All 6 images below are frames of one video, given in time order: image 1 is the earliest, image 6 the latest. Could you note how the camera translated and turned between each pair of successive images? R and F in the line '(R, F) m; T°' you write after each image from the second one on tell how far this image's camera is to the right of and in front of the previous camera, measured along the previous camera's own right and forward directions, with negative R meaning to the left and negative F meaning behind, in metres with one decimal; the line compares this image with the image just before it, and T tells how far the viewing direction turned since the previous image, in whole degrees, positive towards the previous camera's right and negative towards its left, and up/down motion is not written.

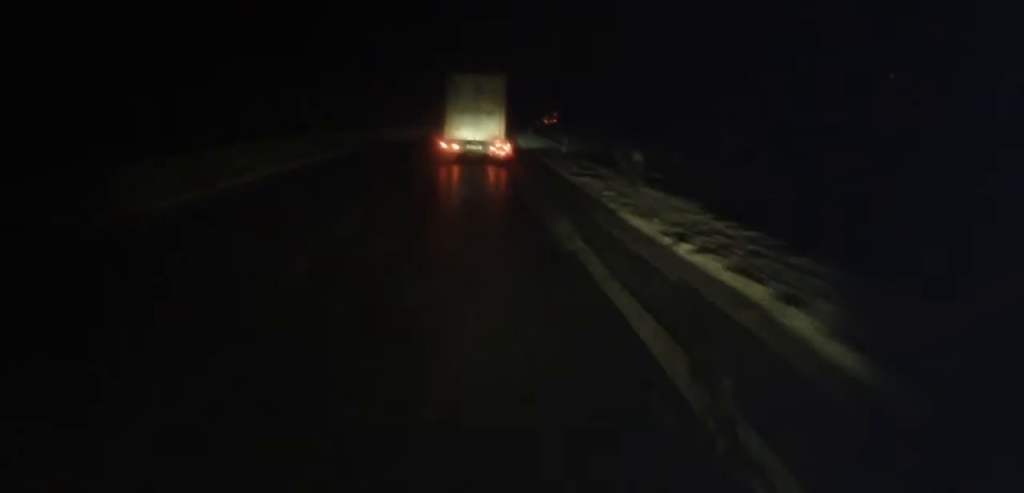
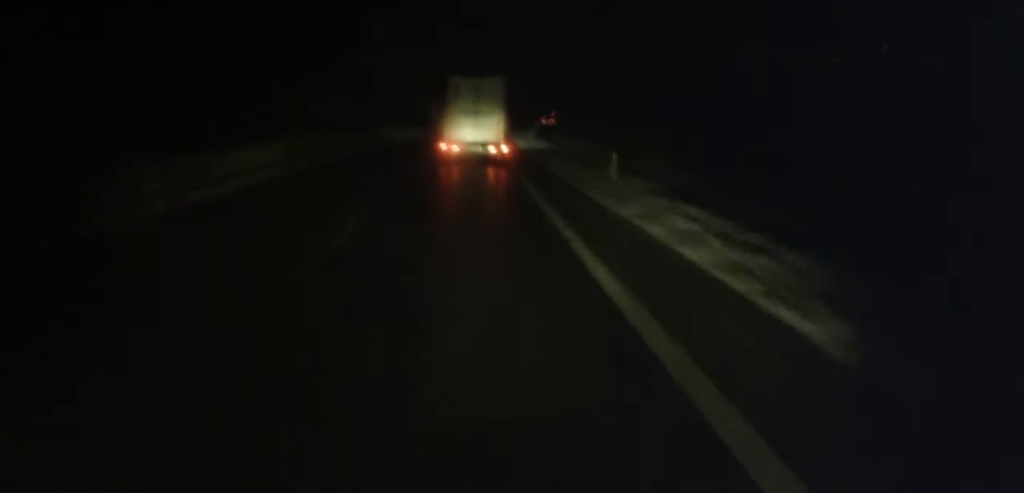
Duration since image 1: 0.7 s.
(+0.3, +15.7) m; +2°
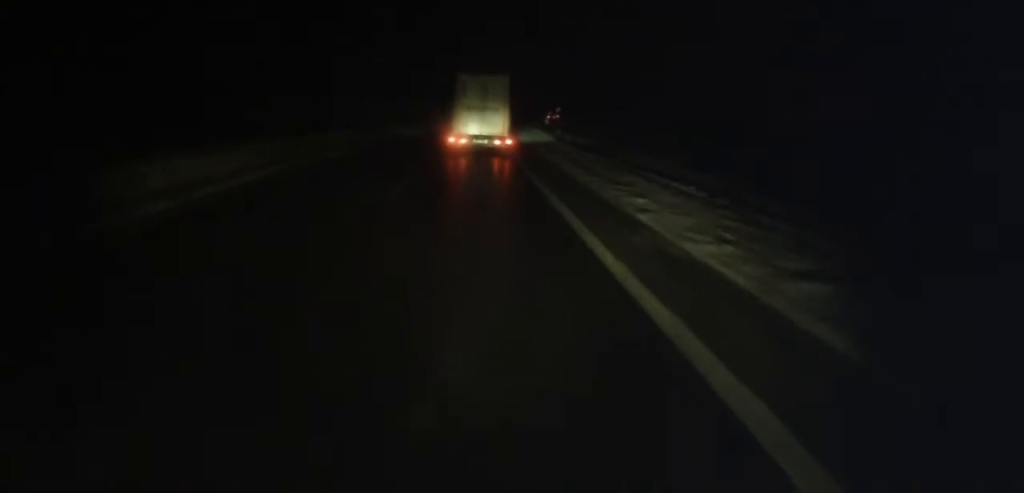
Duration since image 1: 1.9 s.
(+0.9, +29.9) m; +1°
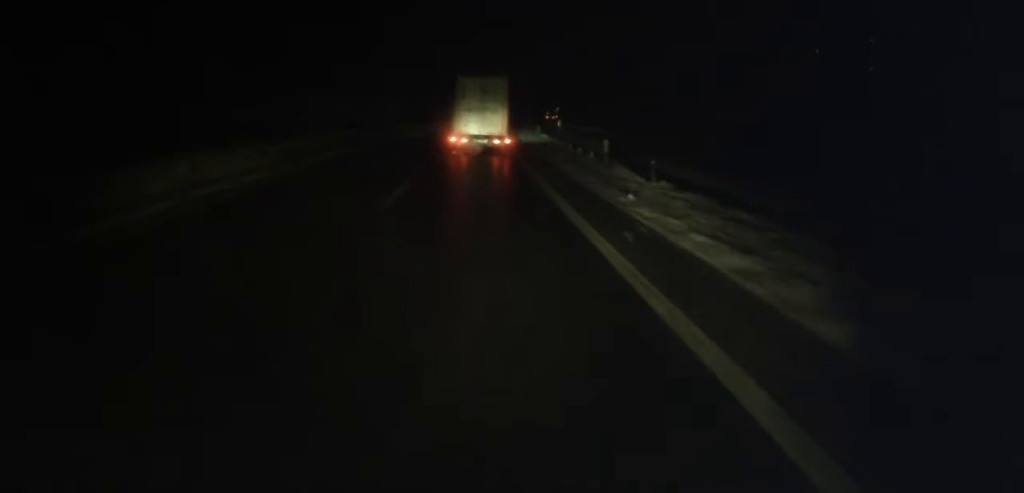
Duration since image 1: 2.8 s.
(-0.2, +19.5) m; 0°
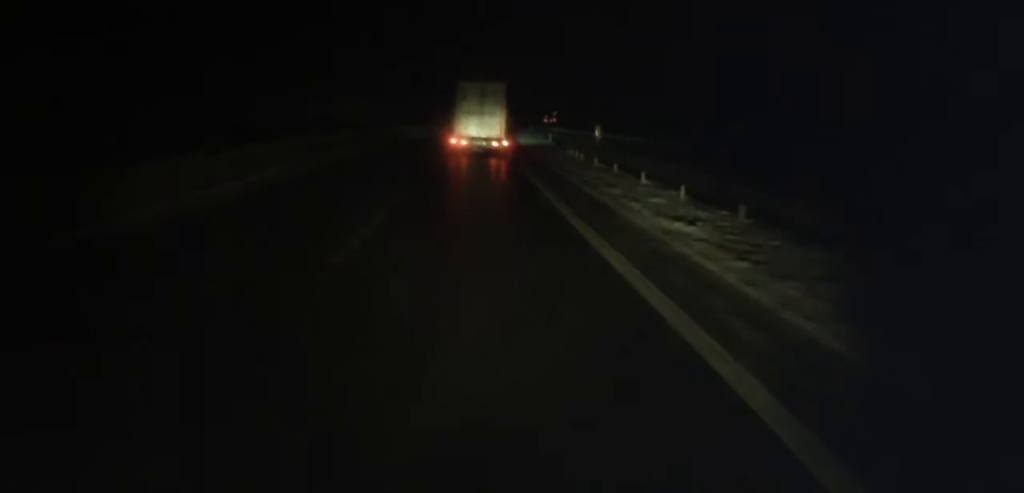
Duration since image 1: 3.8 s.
(+0.2, +23.0) m; +1°
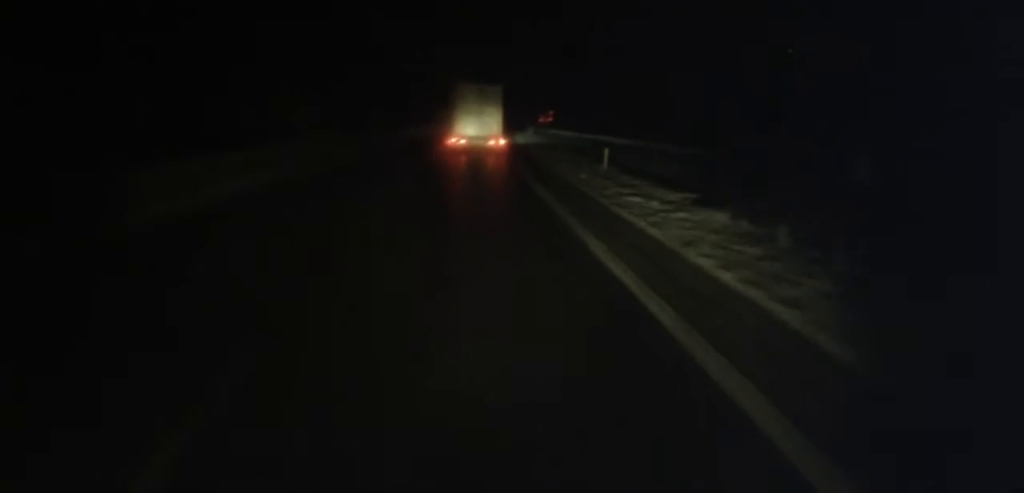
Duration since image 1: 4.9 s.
(+0.3, +26.5) m; +1°
